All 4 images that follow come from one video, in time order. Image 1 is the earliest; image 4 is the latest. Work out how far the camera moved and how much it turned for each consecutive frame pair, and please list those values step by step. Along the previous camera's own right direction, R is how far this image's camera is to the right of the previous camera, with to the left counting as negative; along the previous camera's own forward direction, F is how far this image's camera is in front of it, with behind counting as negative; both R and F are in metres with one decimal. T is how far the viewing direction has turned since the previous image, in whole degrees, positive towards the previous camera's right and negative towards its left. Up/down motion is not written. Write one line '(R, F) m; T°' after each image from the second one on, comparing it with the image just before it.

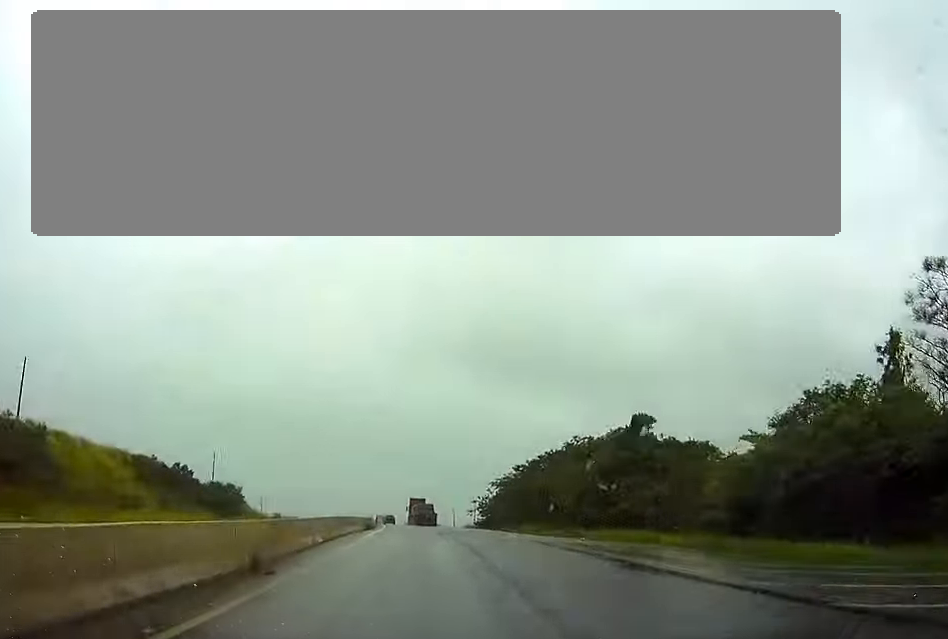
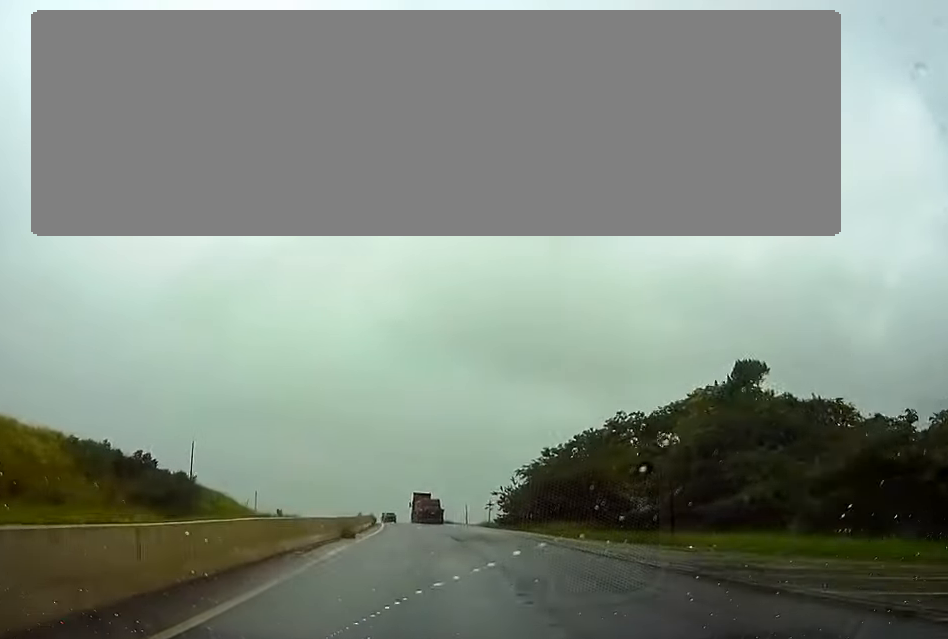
(-0.2, +20.7) m; -1°
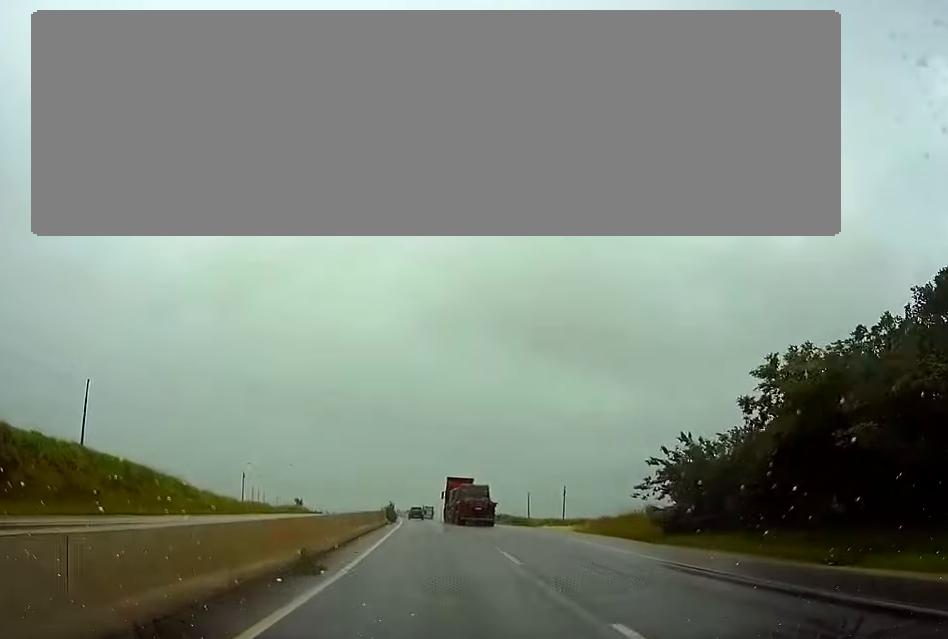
(-1.3, +58.8) m; -2°
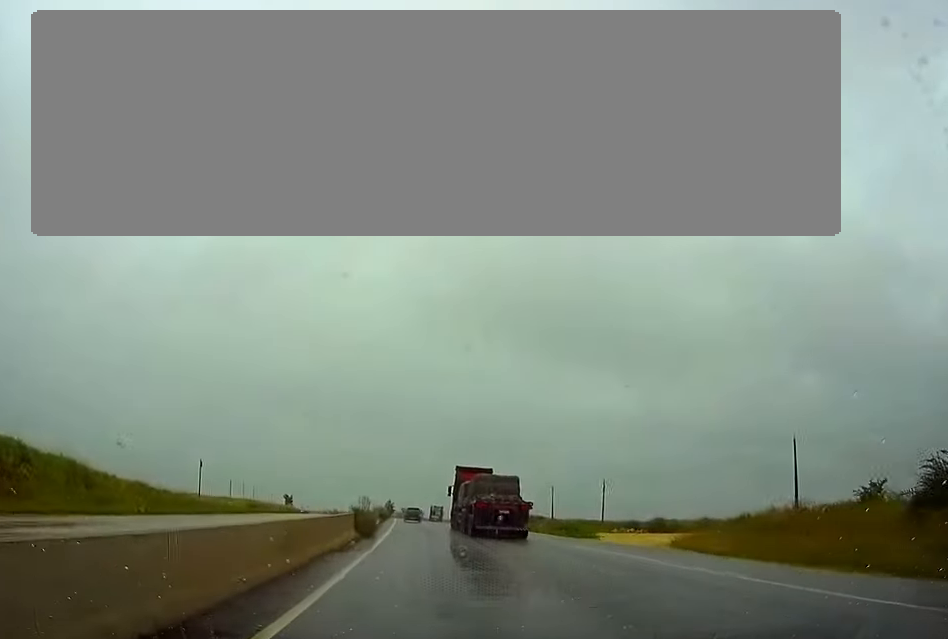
(-0.4, +32.8) m; -1°
